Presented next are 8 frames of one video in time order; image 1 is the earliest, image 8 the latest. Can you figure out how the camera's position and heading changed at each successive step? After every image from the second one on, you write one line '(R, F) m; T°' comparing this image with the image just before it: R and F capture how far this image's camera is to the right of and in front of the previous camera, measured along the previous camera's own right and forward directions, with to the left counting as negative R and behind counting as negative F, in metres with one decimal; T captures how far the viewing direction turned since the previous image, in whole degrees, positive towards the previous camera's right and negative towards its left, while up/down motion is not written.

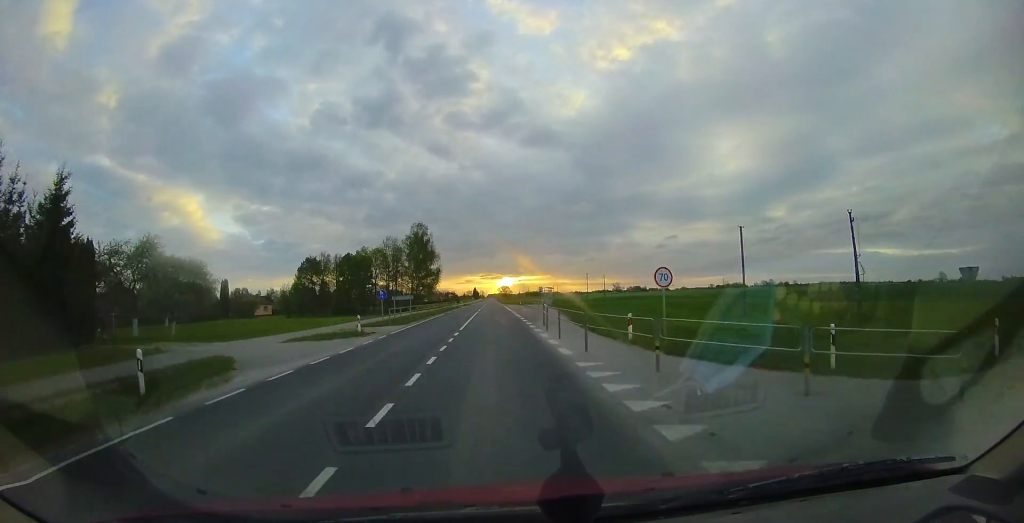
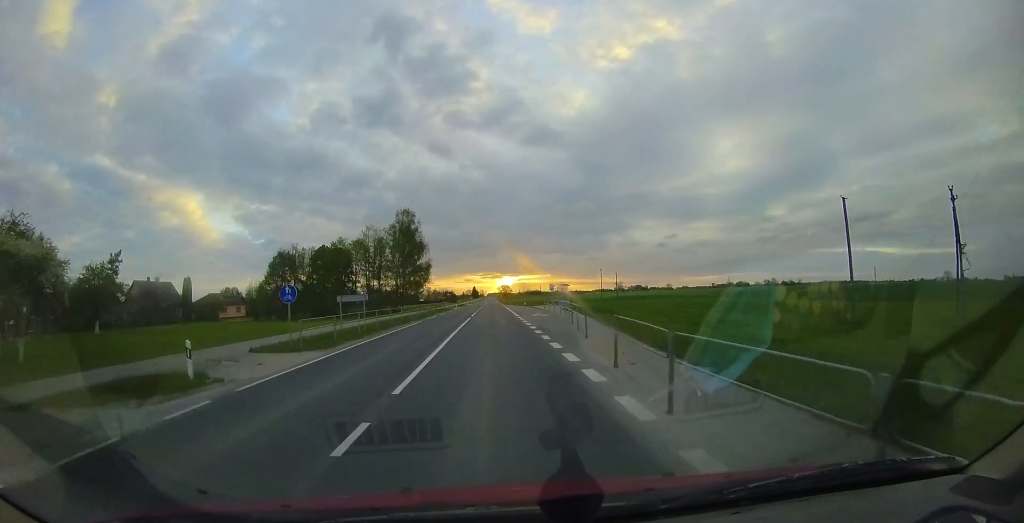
(0.0, +10.7) m; 0°
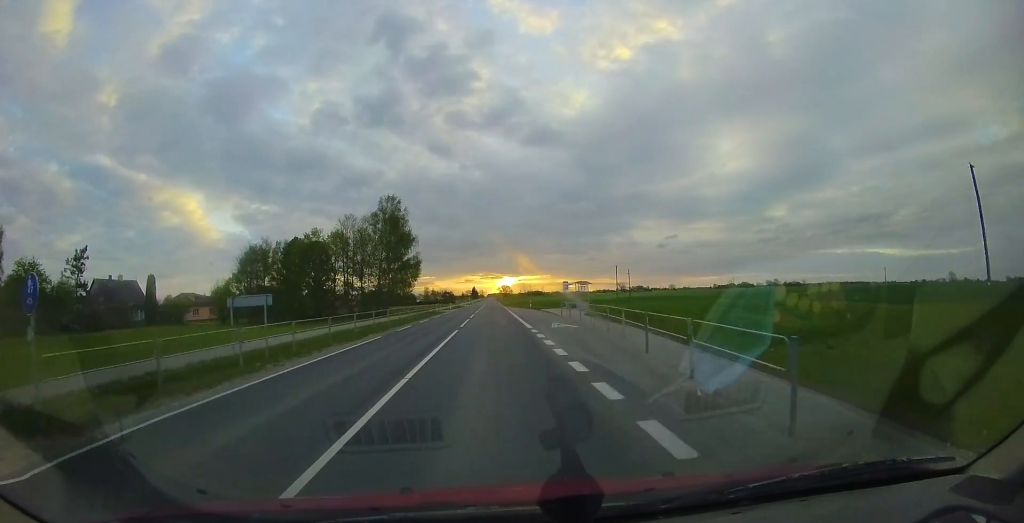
(+0.1, +8.5) m; 0°
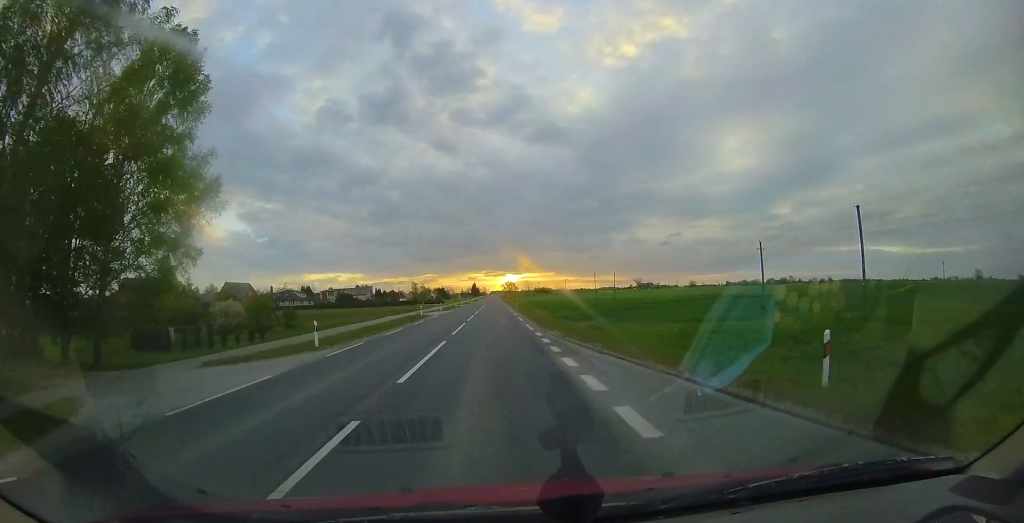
(+0.2, +43.7) m; +1°
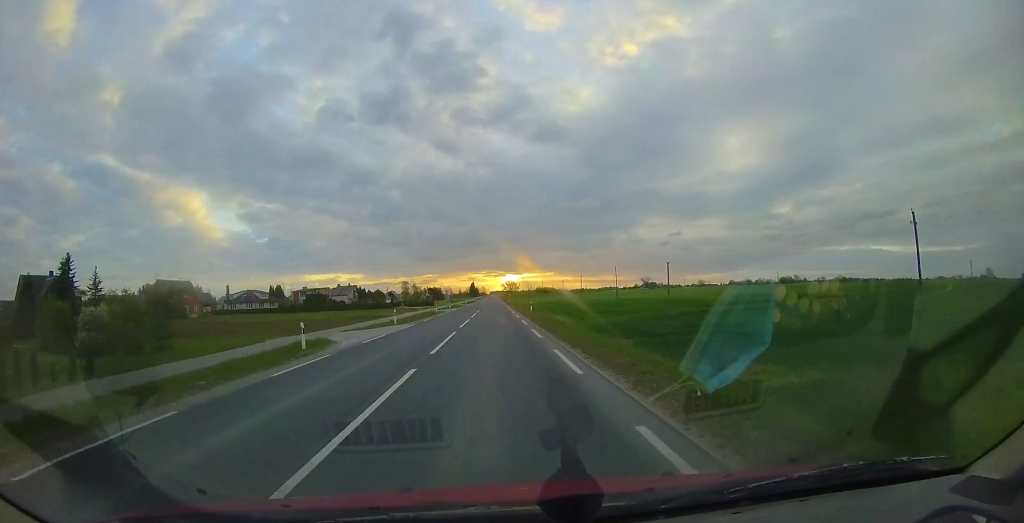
(-0.2, +20.5) m; -1°
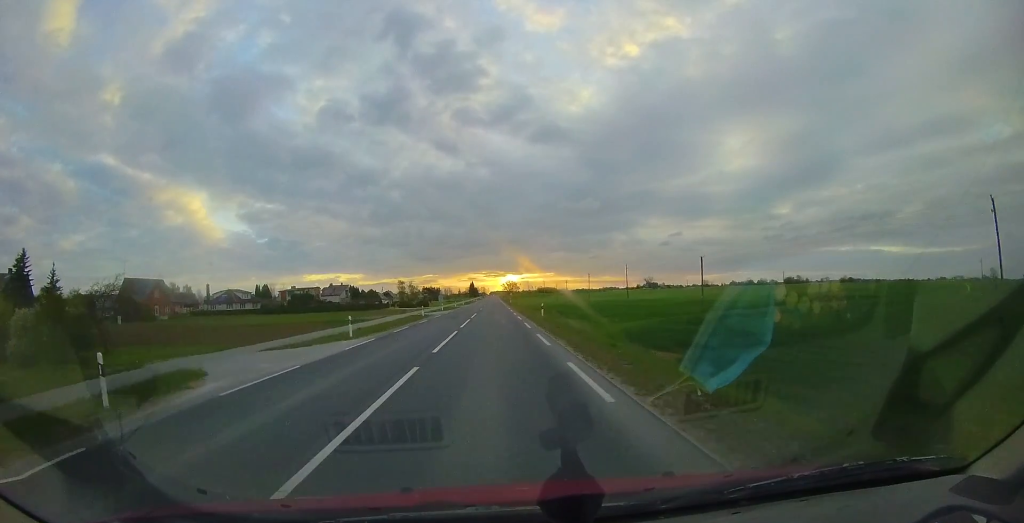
(-0.1, +7.7) m; -1°
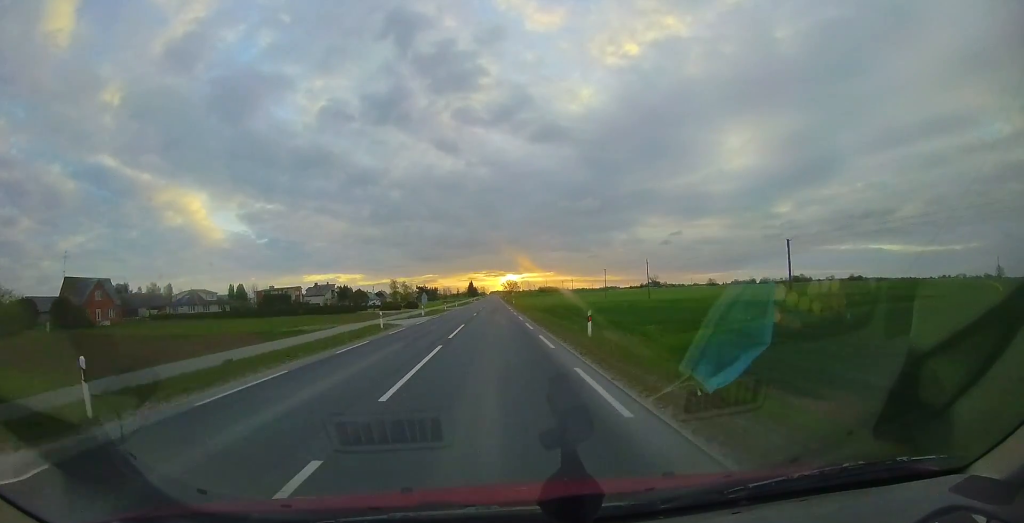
(0.0, +12.2) m; 0°
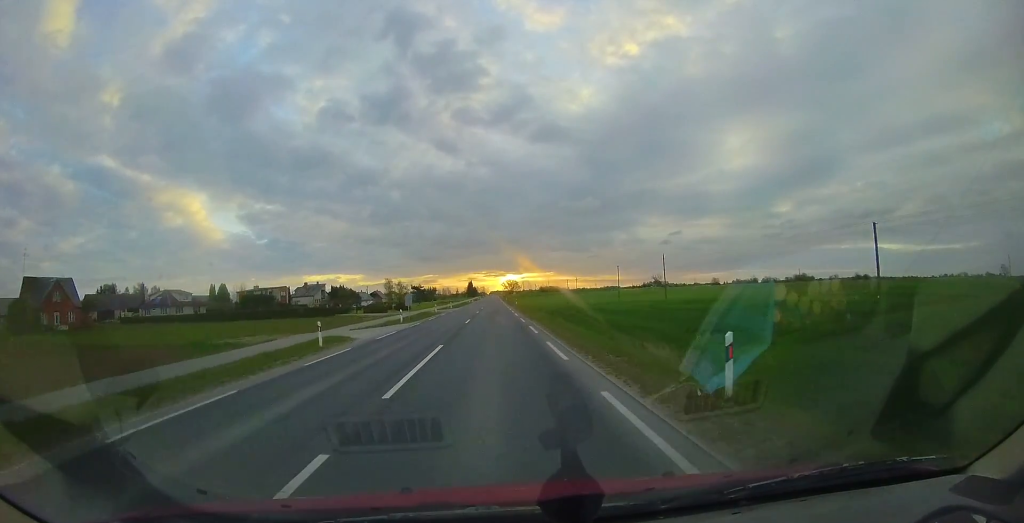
(0.0, +7.8) m; 0°
